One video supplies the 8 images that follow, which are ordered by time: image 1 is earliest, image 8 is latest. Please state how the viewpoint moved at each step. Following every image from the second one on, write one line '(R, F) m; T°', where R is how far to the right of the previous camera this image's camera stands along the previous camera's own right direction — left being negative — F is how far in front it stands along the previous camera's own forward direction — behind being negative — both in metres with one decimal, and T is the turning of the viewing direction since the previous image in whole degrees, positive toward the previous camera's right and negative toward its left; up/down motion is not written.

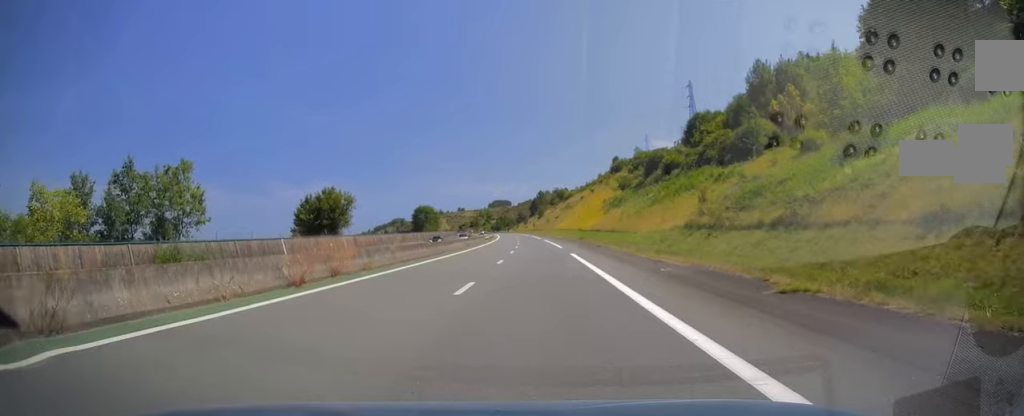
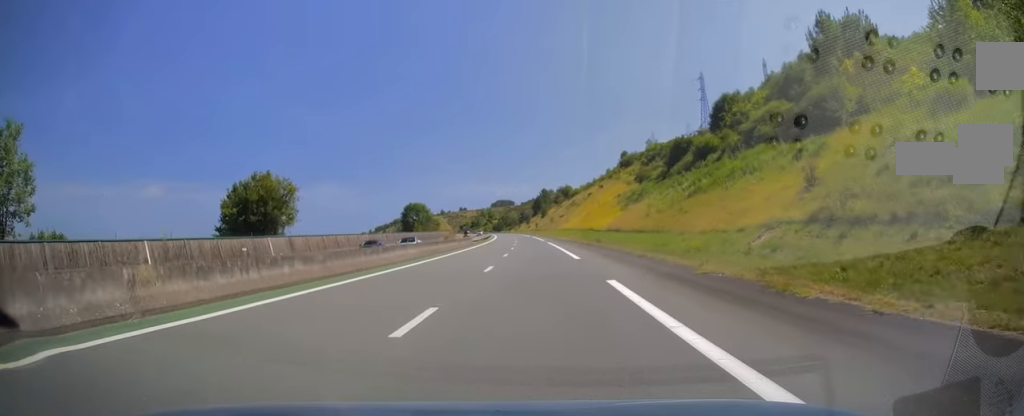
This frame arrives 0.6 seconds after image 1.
(-0.3, +18.5) m; 0°
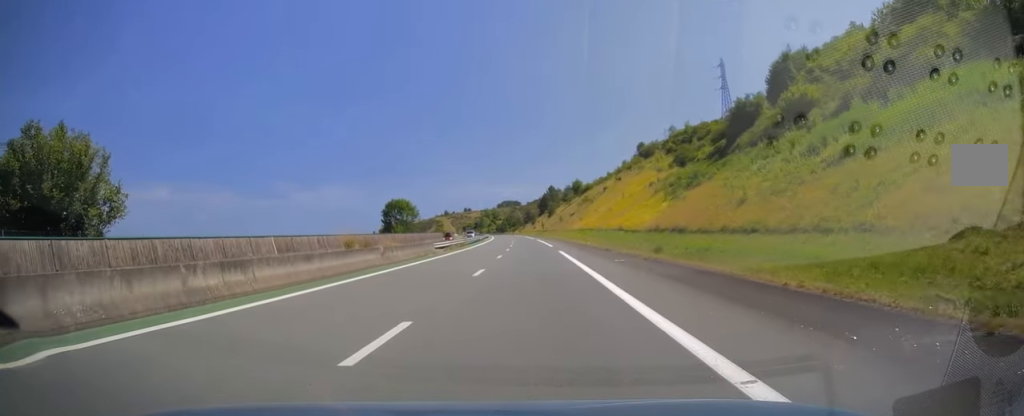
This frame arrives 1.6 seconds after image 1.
(+0.1, +27.7) m; -1°
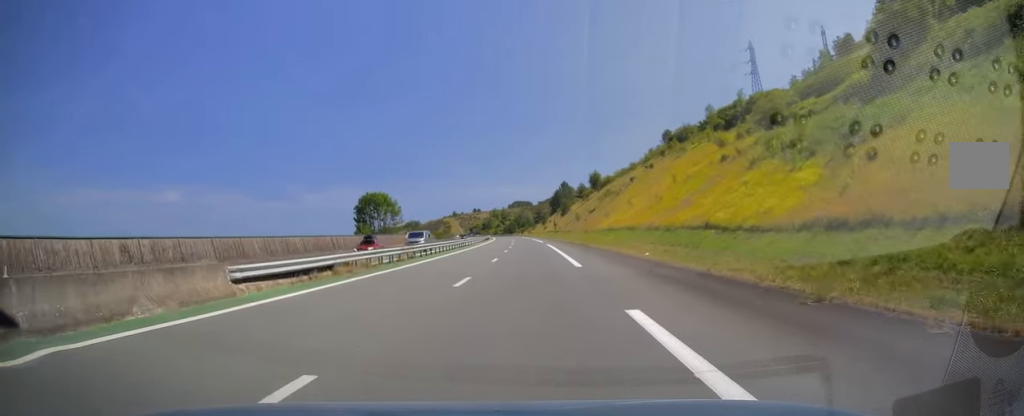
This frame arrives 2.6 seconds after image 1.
(-0.4, +29.6) m; -1°
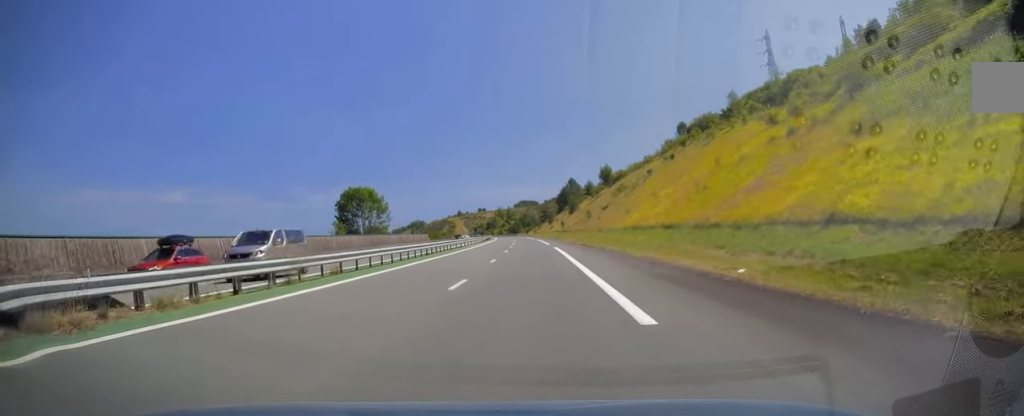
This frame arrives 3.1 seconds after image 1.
(-0.1, +14.0) m; -1°
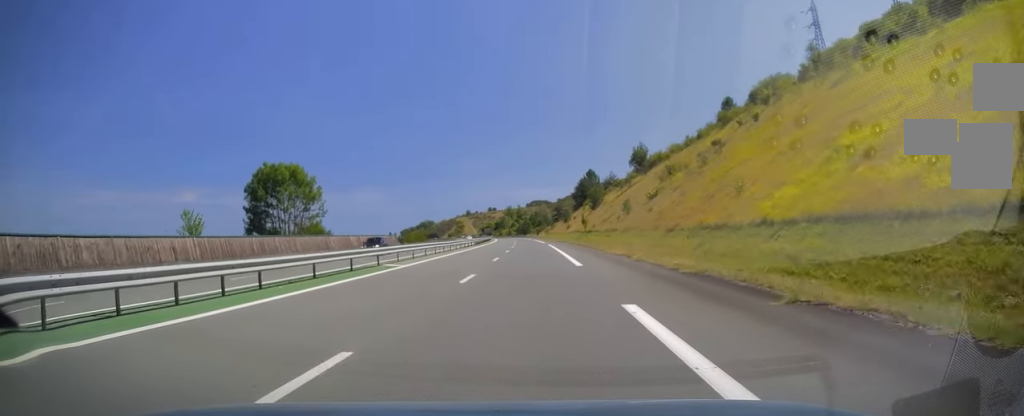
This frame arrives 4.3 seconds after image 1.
(-0.1, +36.8) m; -1°
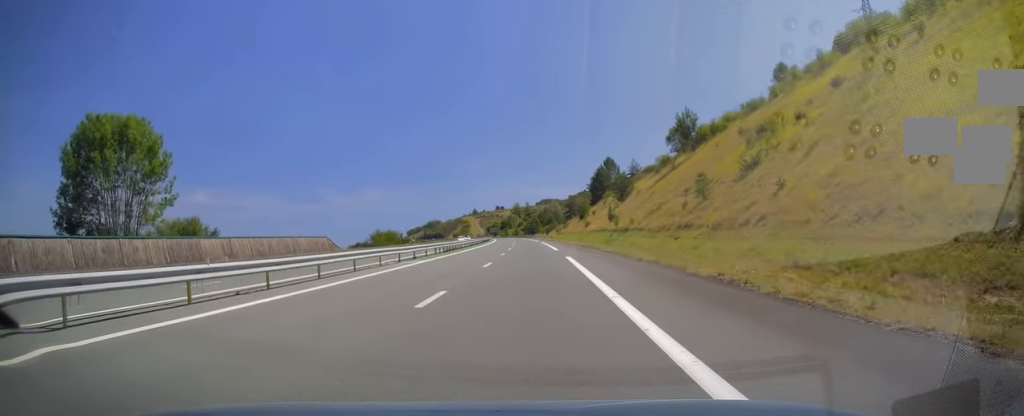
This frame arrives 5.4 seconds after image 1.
(-0.3, +31.5) m; -1°
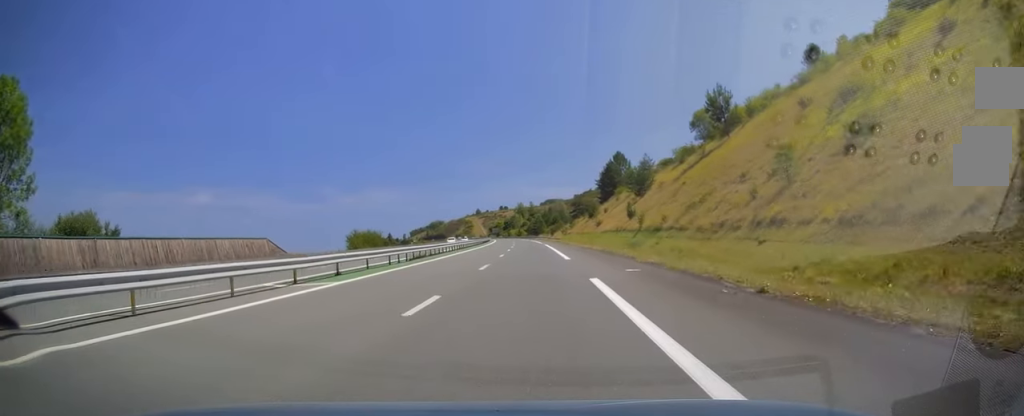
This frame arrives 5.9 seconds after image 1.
(-0.1, +14.1) m; -1°
